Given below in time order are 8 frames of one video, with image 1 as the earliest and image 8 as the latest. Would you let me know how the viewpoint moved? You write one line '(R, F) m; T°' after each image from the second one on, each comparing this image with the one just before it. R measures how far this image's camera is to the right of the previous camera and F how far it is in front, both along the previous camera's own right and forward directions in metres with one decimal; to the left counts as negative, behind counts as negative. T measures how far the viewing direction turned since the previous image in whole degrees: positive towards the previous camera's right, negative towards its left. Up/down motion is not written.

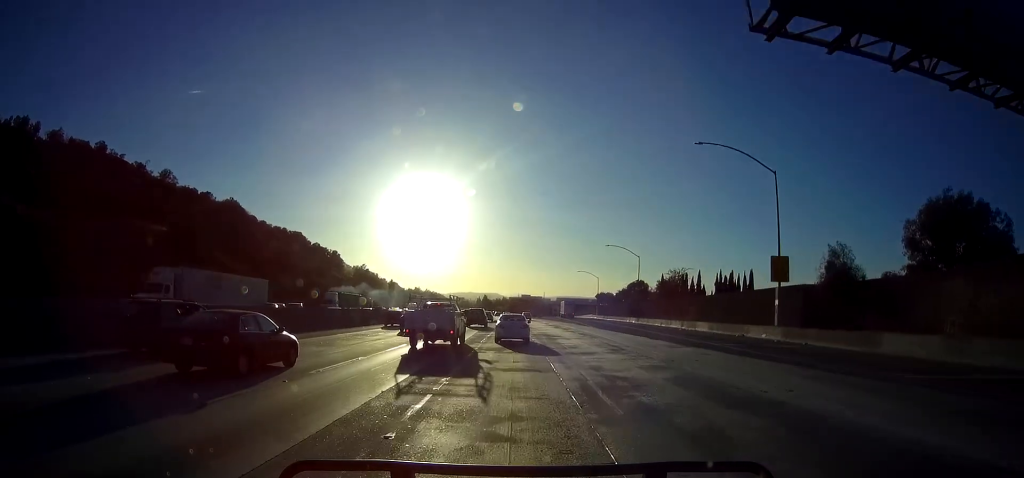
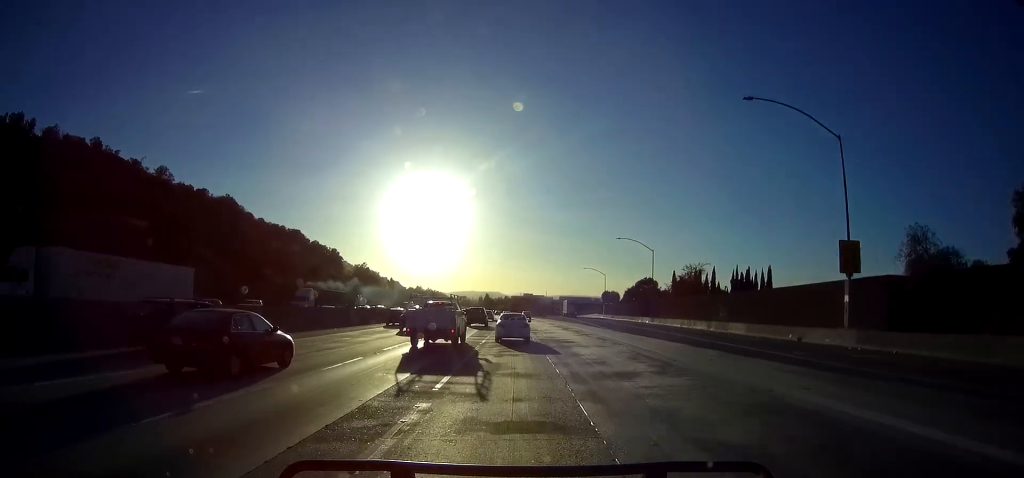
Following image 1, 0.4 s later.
(0.0, +7.3) m; 0°
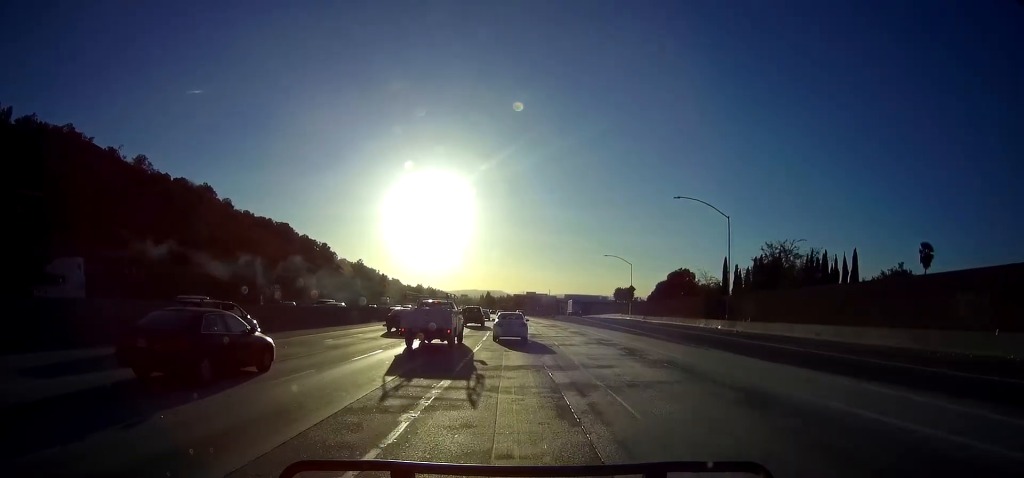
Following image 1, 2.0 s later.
(+0.3, +26.4) m; 0°
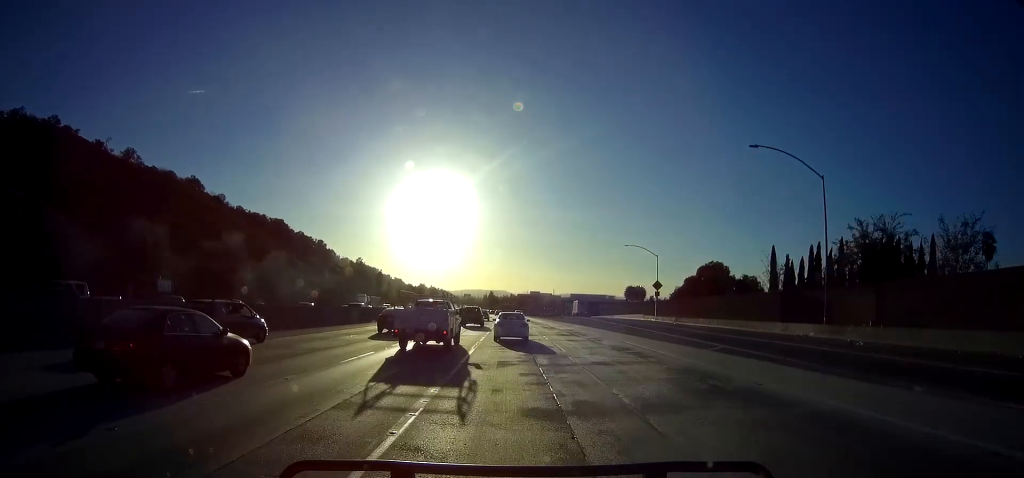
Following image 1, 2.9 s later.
(-0.2, +15.6) m; -1°
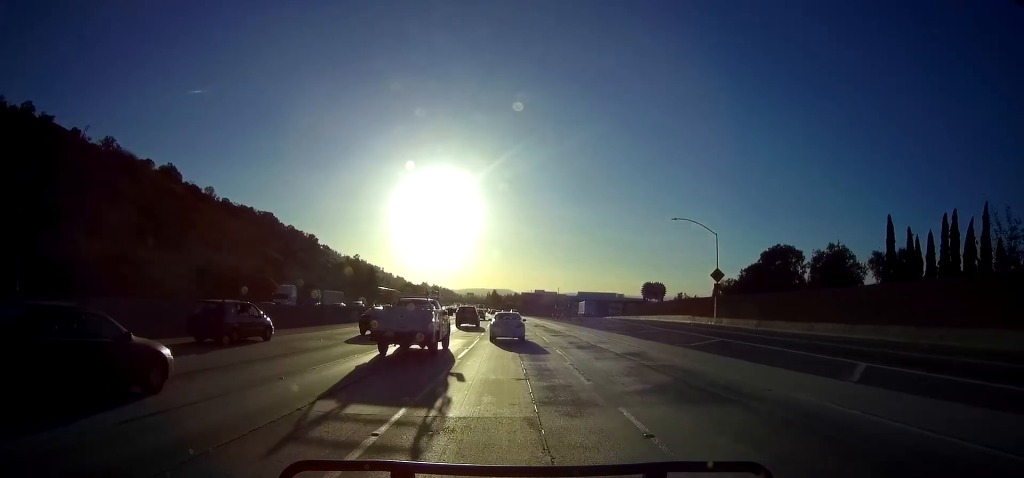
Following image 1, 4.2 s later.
(-0.1, +23.4) m; 0°
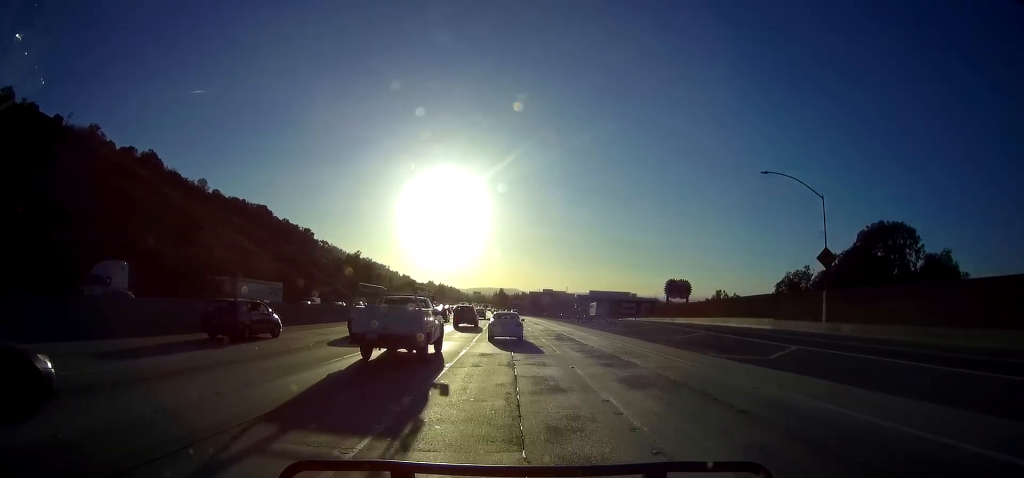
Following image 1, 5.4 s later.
(-0.1, +20.7) m; 0°
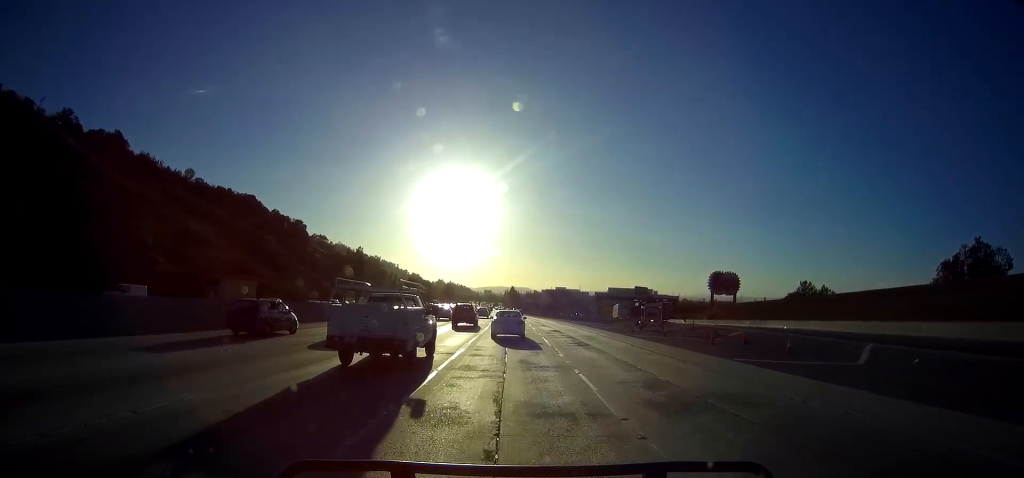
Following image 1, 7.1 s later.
(-0.6, +30.6) m; -2°
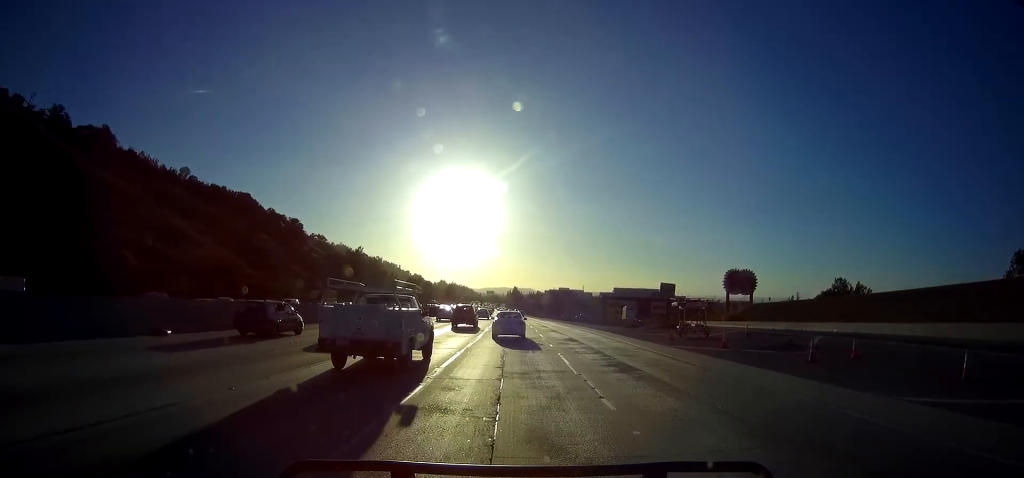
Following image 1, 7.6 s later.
(0.0, +9.2) m; 0°
